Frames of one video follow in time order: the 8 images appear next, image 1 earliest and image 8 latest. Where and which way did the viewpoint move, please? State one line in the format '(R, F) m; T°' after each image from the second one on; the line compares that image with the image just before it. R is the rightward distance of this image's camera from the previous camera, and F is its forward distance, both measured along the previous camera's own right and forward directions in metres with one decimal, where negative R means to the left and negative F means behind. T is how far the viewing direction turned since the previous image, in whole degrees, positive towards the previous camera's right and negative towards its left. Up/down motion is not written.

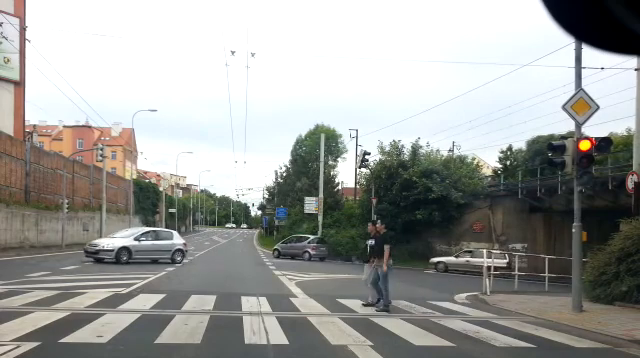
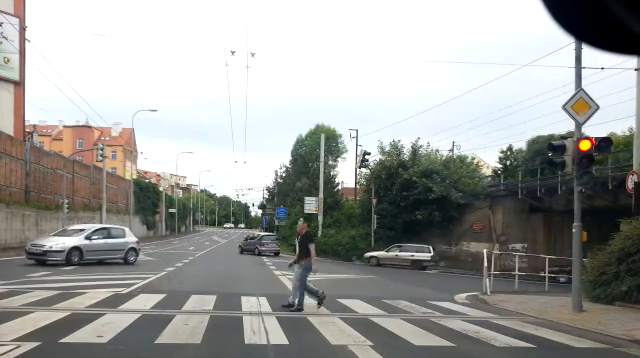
(0.0, 0.0) m; 0°
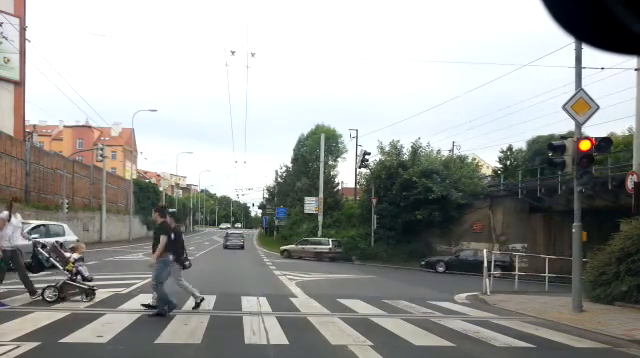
(0.0, 0.0) m; 0°
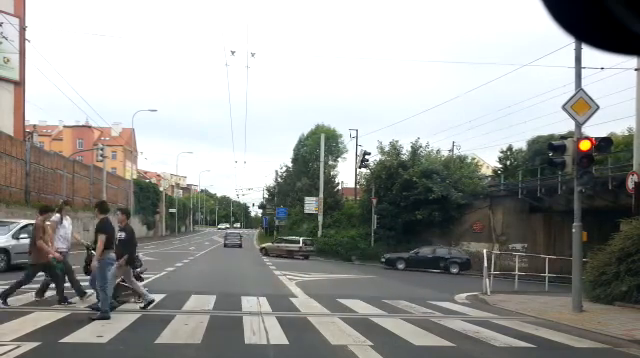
(0.0, 0.0) m; 0°
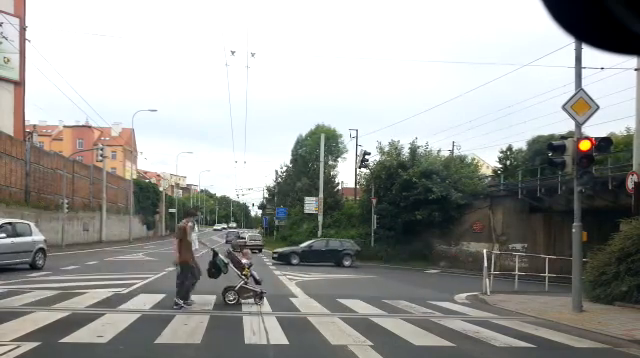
(0.0, 0.0) m; 0°
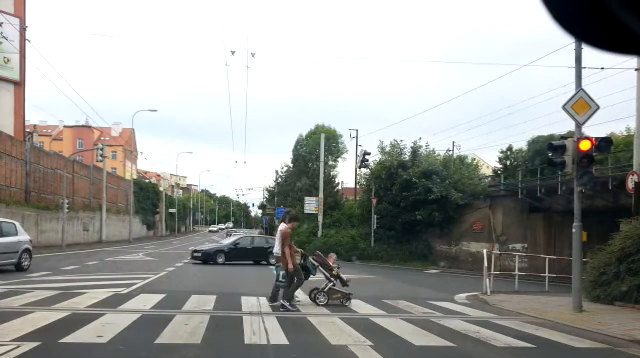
(0.0, 0.0) m; 0°
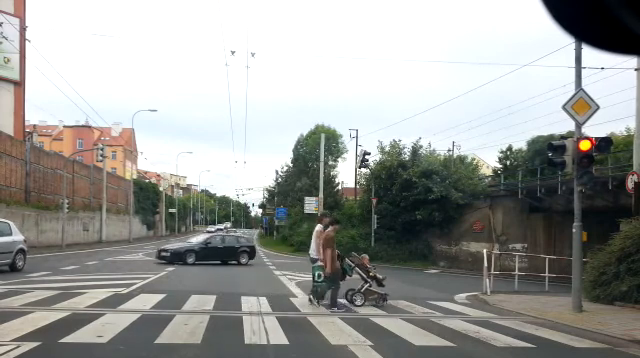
(0.0, 0.0) m; 0°
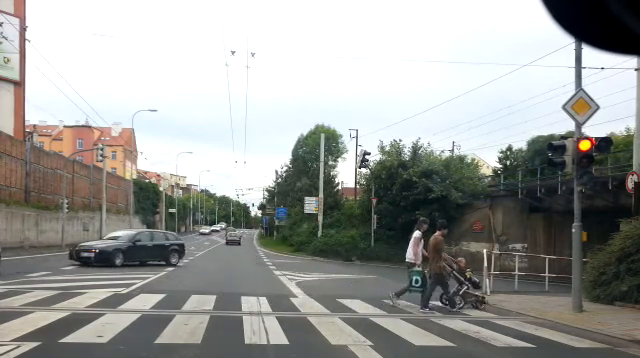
(0.0, 0.0) m; 0°
